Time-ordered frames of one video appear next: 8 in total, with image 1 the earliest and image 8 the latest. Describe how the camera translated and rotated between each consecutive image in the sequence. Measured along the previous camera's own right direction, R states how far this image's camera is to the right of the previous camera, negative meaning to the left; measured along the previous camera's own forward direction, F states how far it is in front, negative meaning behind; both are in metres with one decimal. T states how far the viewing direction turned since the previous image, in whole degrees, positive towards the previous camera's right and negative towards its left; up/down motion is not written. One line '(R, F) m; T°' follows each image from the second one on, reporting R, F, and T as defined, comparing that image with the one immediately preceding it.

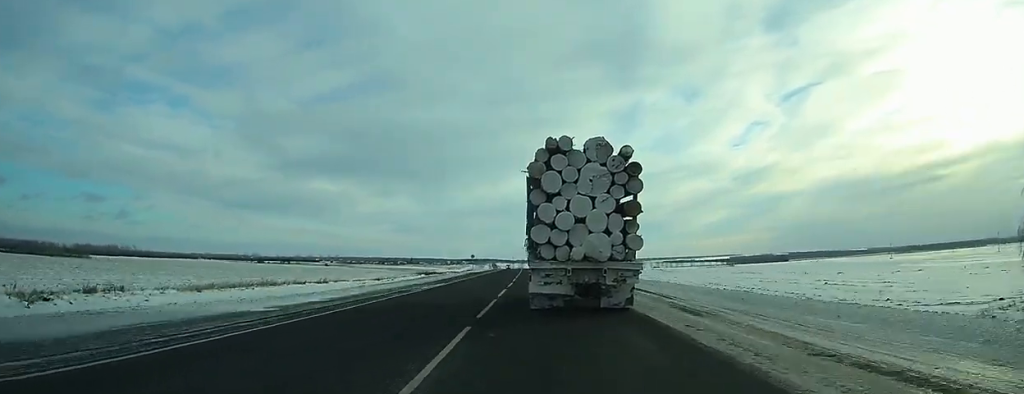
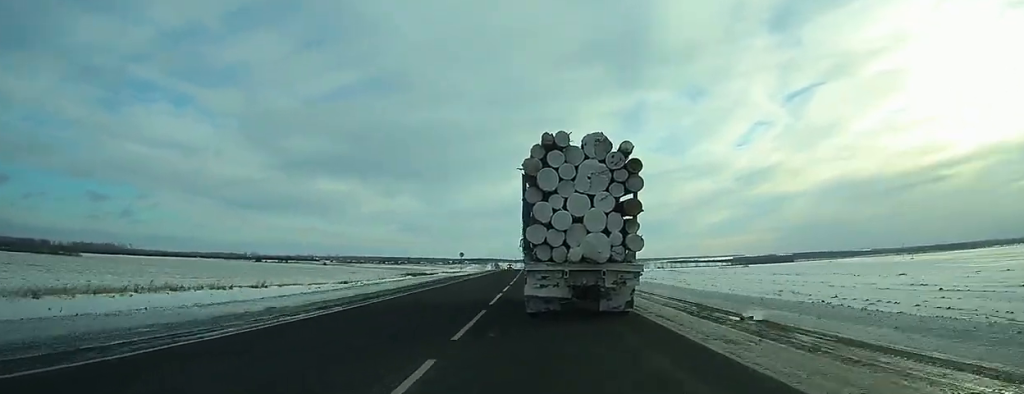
(0.0, +20.6) m; 0°
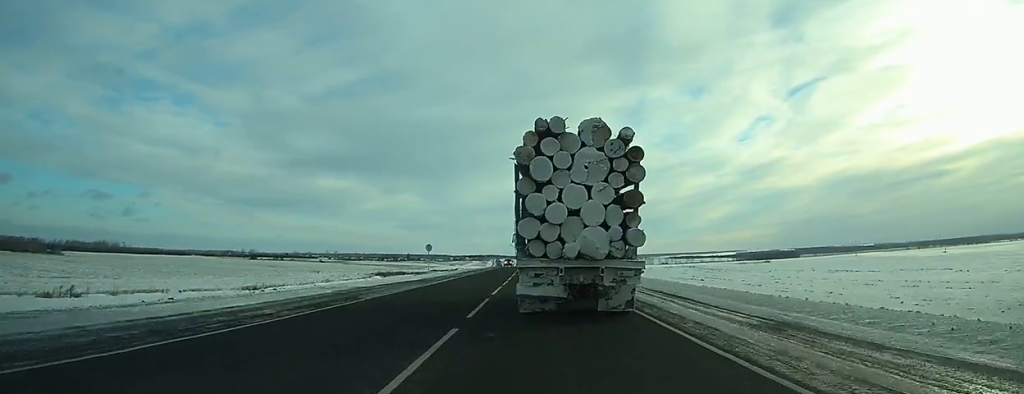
(0.0, +29.7) m; 0°
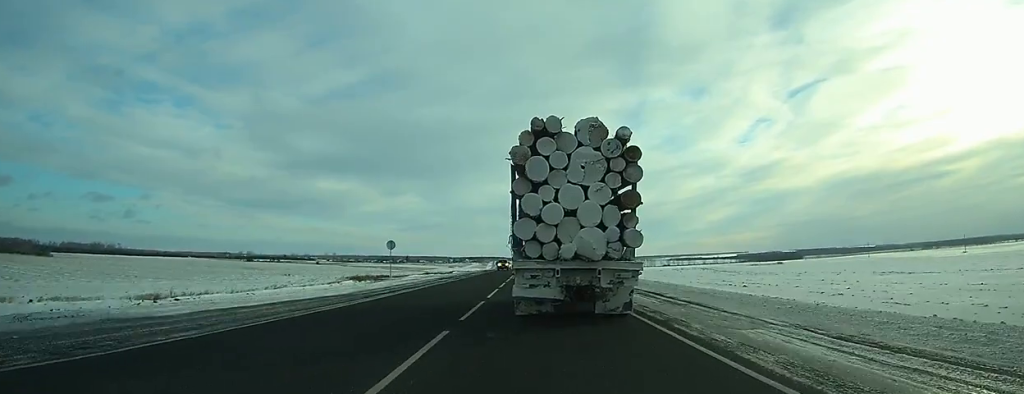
(0.0, +16.3) m; 0°
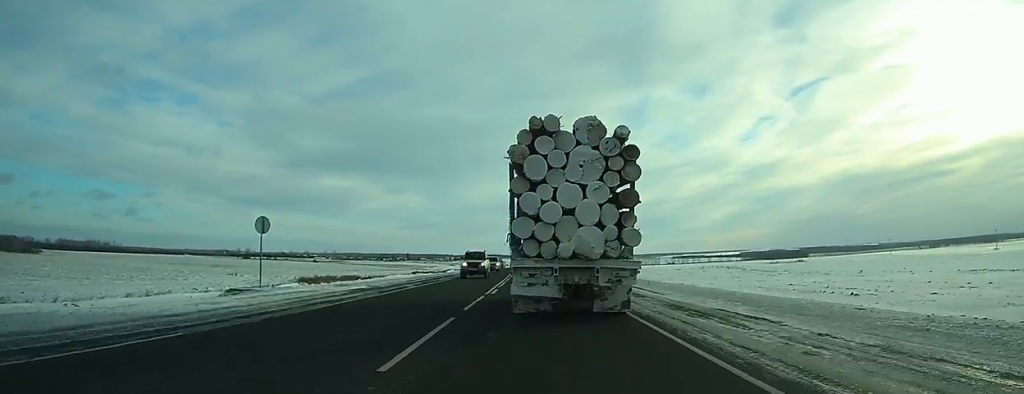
(0.0, +21.8) m; 0°
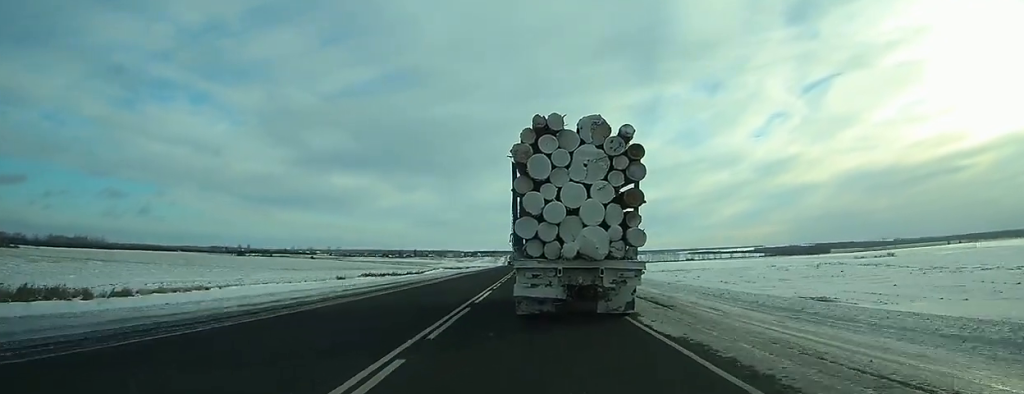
(-0.8, +59.7) m; -1°
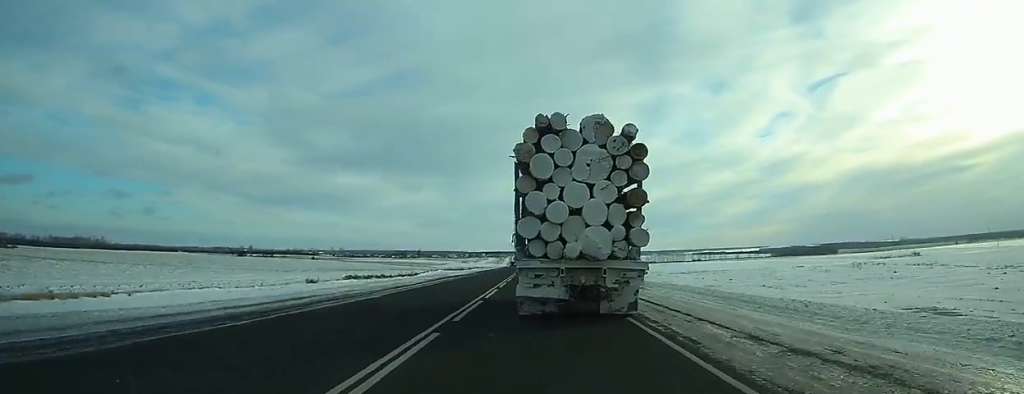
(0.0, +12.4) m; 0°
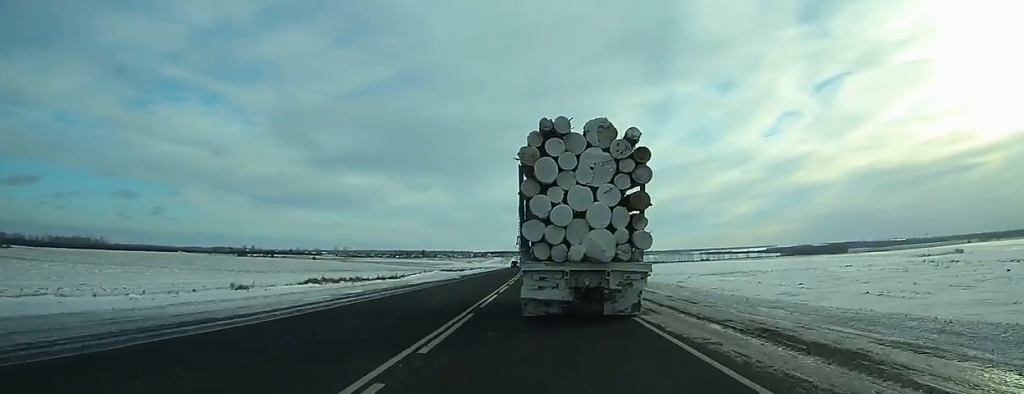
(-0.1, +19.1) m; 0°
